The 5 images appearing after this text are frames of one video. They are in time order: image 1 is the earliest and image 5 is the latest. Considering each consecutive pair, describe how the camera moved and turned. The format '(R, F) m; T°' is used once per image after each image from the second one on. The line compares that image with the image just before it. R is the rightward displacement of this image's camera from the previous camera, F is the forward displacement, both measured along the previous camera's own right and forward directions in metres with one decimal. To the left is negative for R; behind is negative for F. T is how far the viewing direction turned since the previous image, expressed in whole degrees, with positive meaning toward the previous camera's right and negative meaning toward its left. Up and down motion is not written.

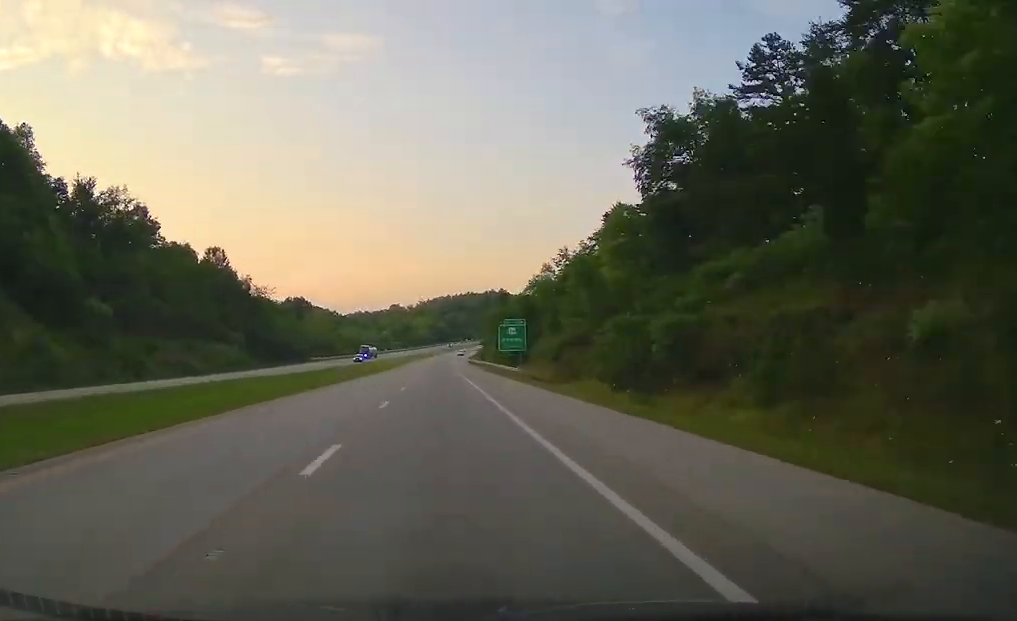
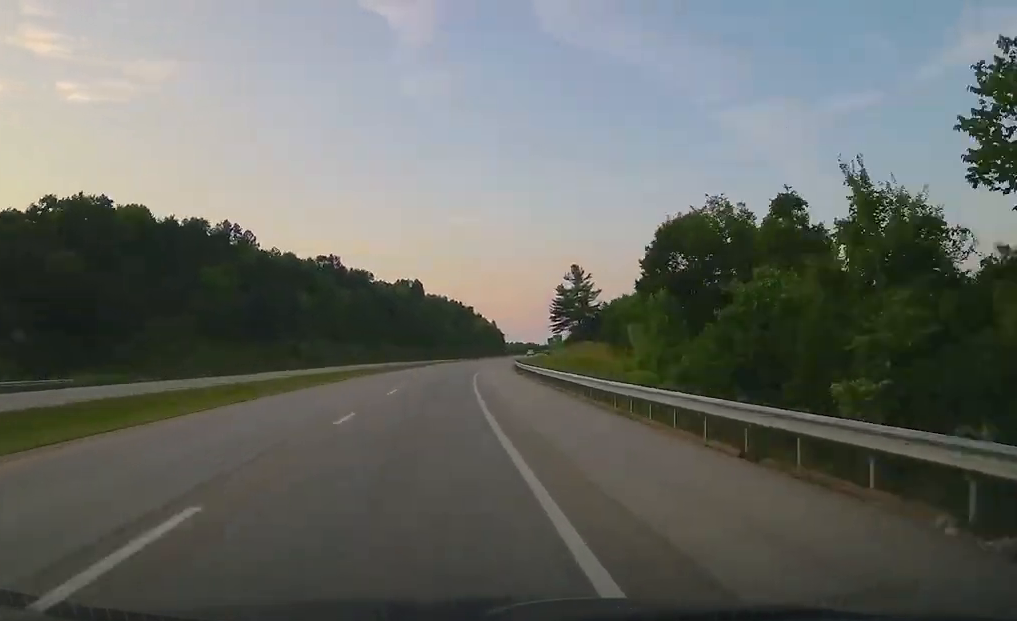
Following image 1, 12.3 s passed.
(+60.8, +396.2) m; +22°
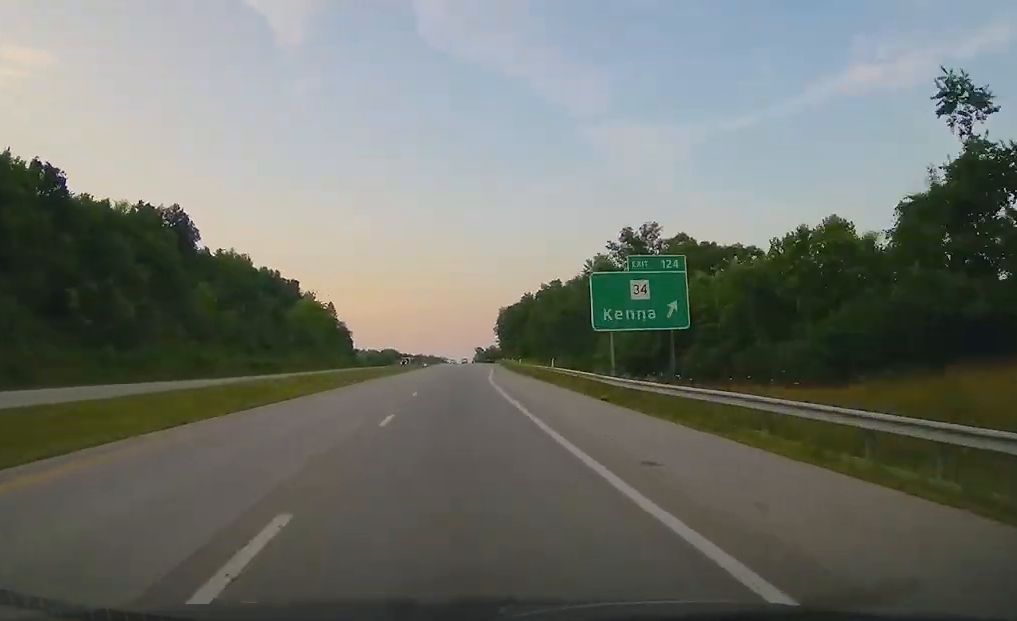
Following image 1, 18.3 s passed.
(+18.8, +195.7) m; +8°
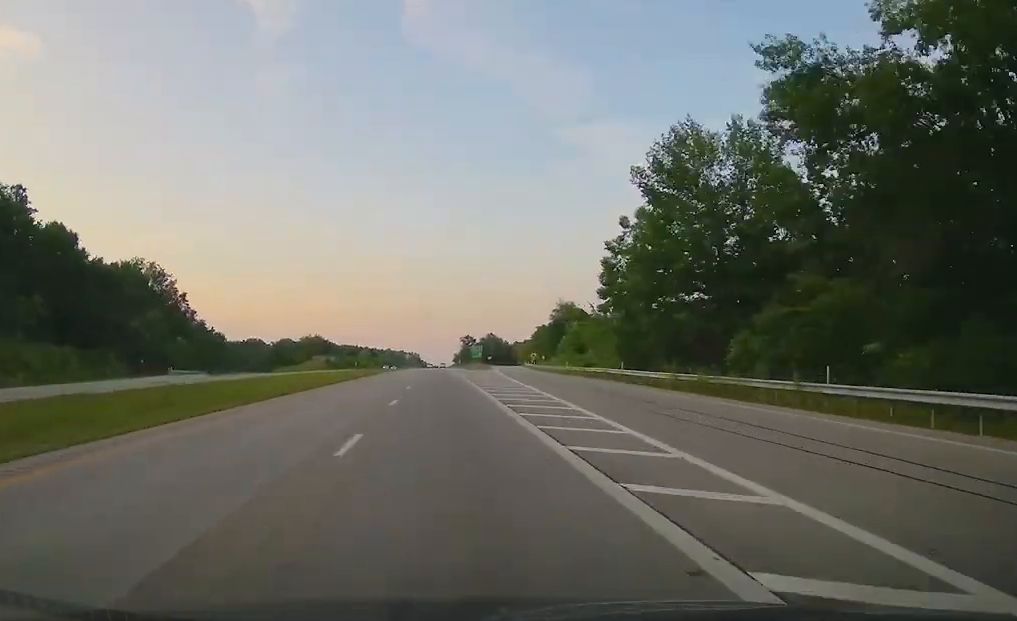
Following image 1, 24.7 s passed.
(+4.9, +213.2) m; +1°
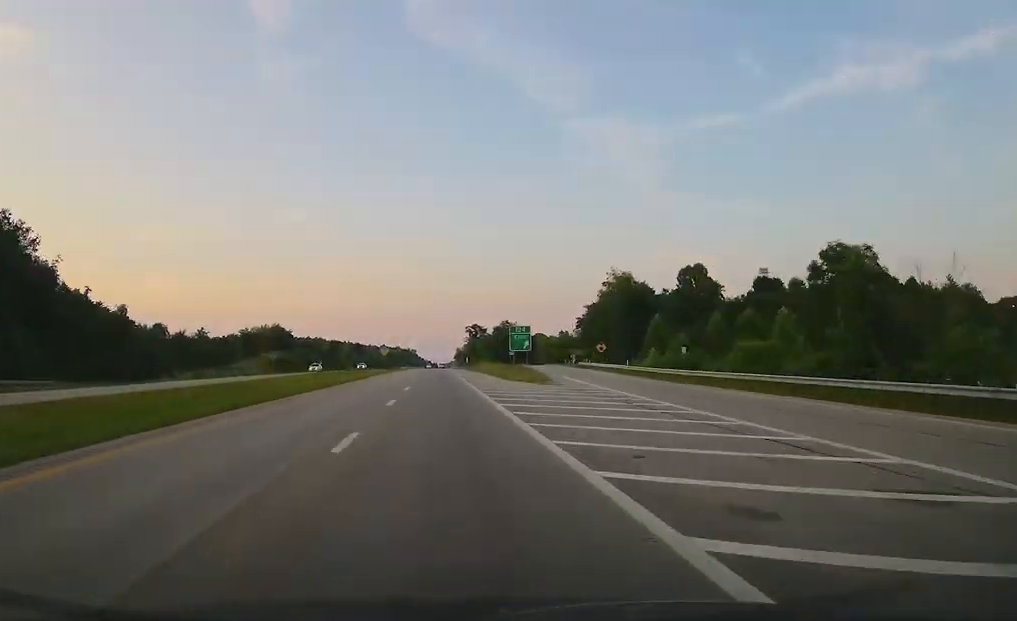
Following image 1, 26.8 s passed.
(+0.1, +72.1) m; 0°
